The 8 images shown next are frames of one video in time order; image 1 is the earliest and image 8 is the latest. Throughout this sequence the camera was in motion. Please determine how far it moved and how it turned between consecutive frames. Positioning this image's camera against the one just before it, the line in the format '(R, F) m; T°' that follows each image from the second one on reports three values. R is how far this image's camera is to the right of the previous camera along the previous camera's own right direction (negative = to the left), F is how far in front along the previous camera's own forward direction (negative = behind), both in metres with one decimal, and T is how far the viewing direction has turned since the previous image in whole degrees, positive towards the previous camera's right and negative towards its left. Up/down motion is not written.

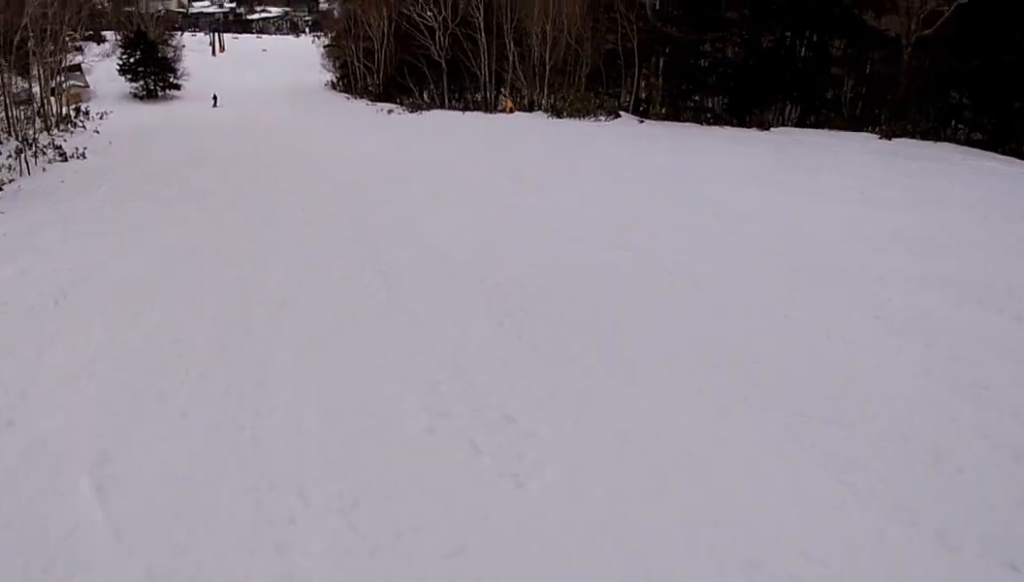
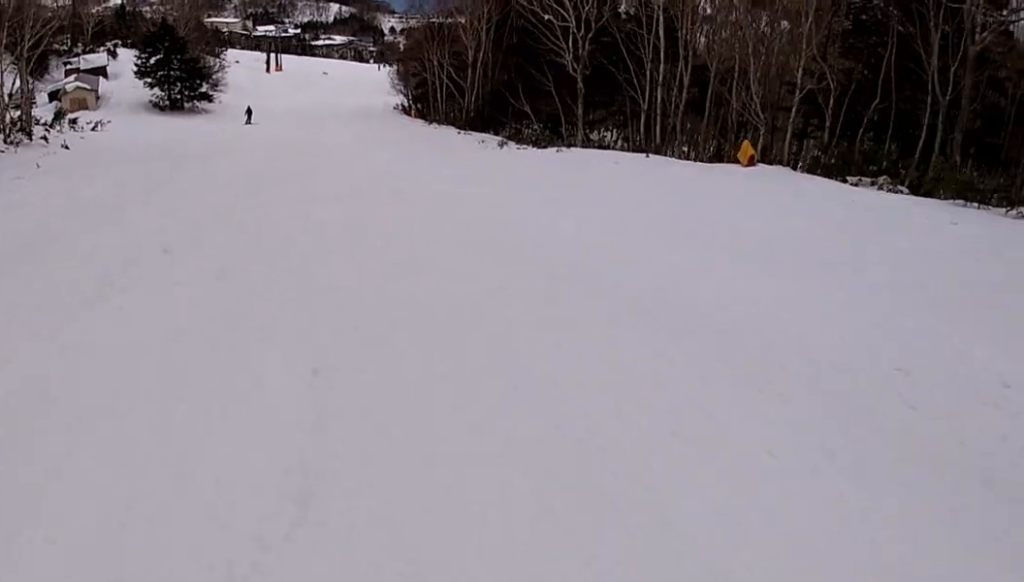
(+0.7, +20.4) m; +4°
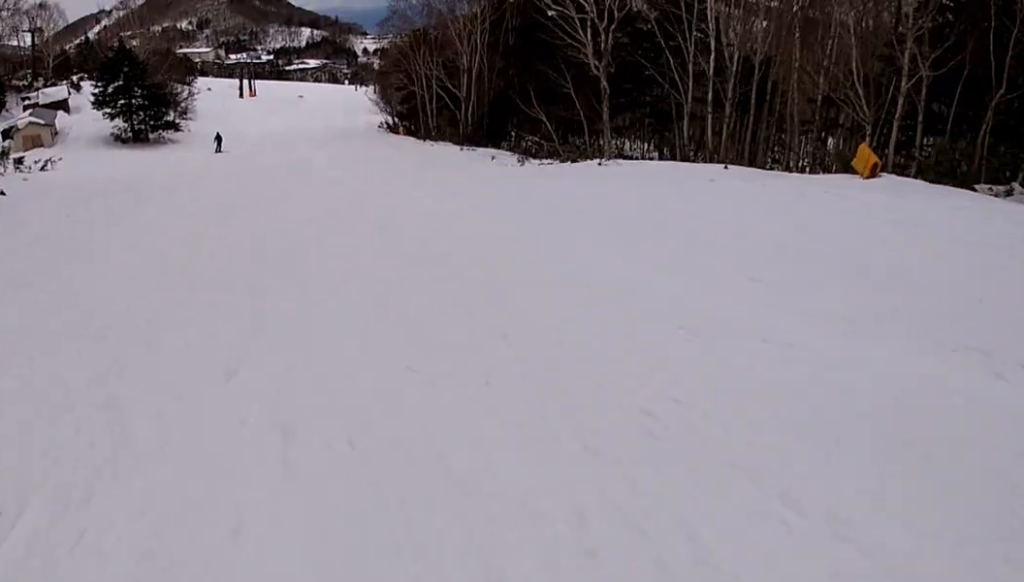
(+0.1, +6.7) m; +1°
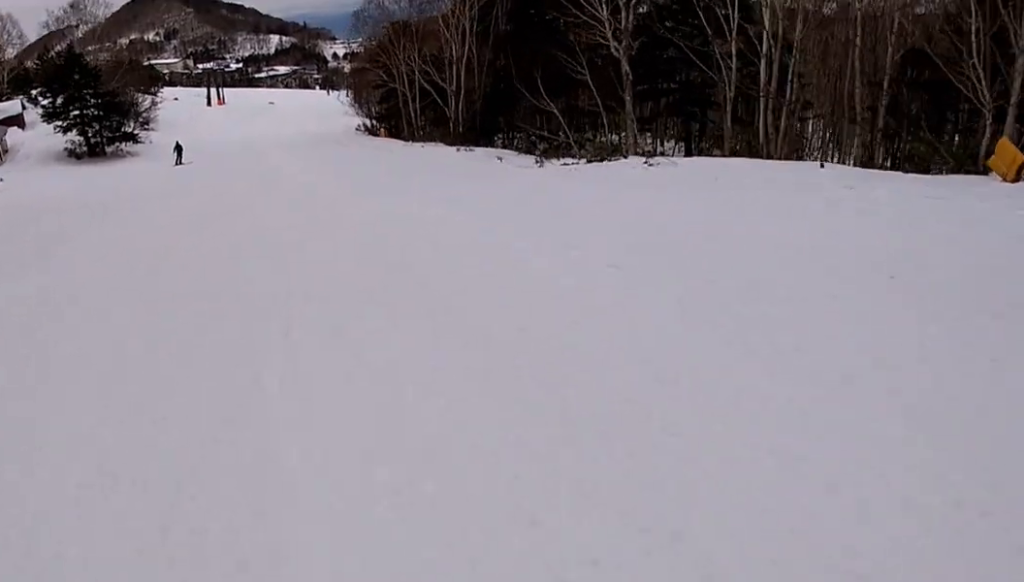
(0.0, +5.6) m; 0°
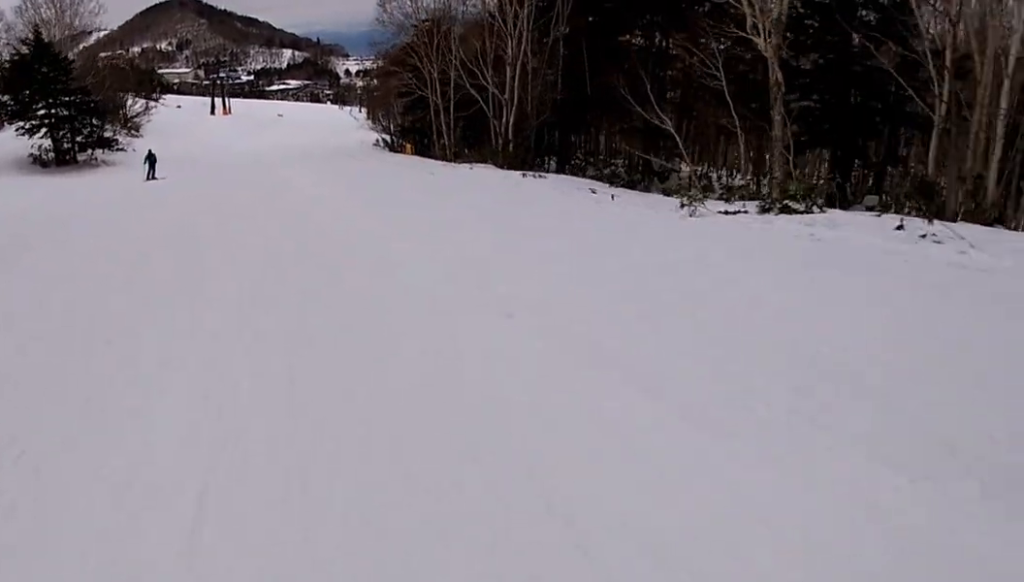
(0.0, +9.6) m; 0°
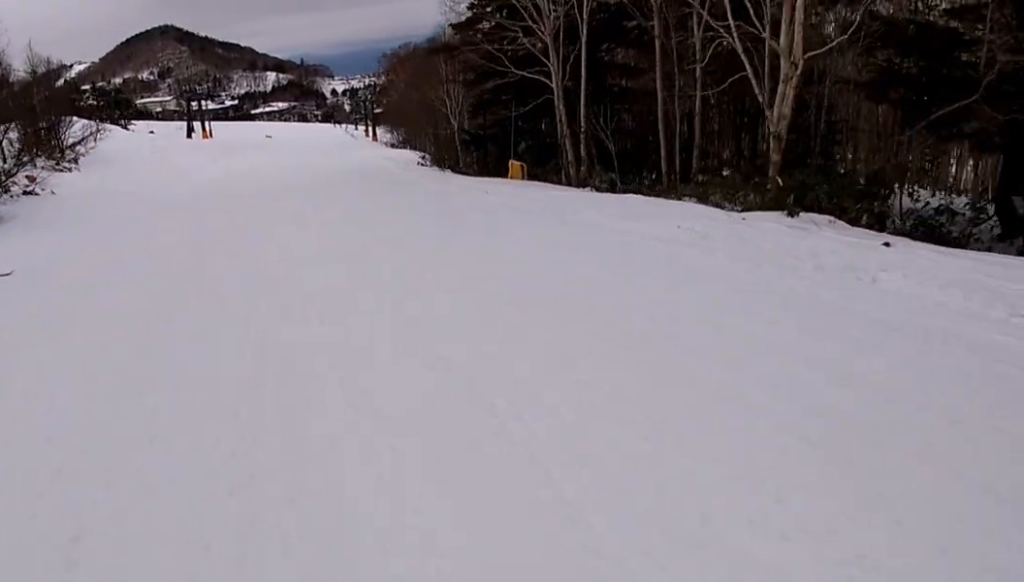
(0.0, +20.6) m; 0°
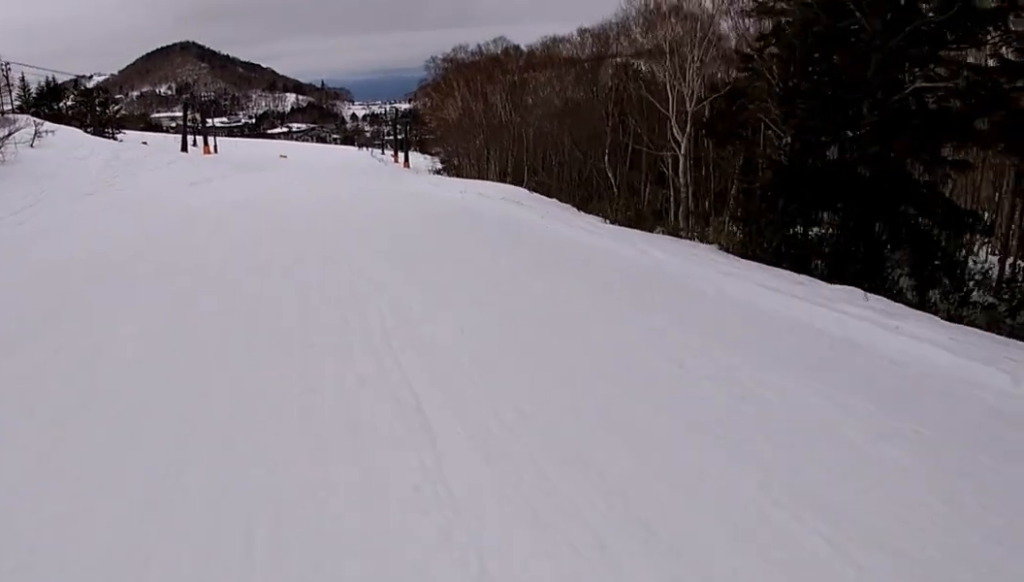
(+0.2, +22.0) m; +1°
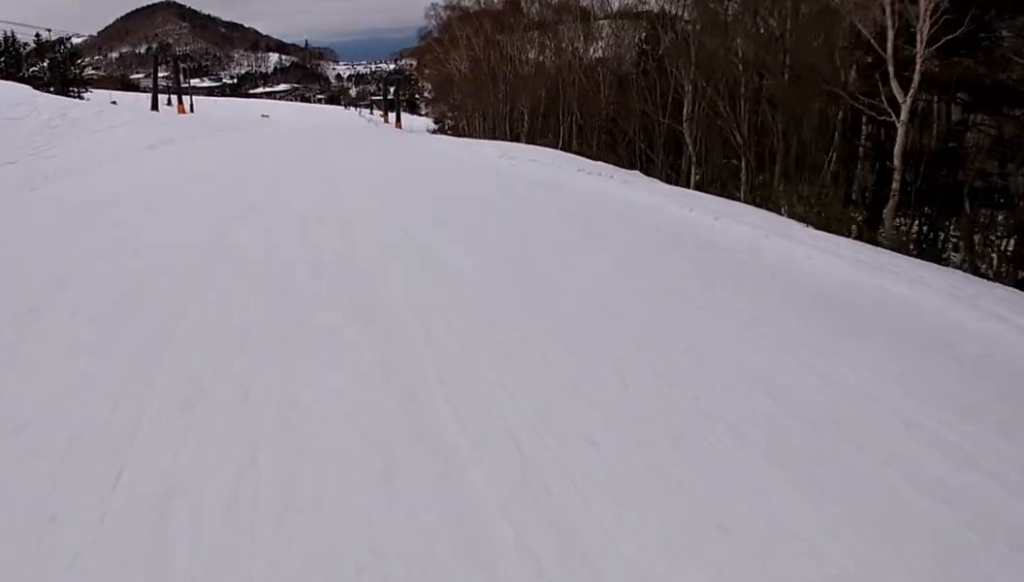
(+0.1, +7.9) m; 0°
